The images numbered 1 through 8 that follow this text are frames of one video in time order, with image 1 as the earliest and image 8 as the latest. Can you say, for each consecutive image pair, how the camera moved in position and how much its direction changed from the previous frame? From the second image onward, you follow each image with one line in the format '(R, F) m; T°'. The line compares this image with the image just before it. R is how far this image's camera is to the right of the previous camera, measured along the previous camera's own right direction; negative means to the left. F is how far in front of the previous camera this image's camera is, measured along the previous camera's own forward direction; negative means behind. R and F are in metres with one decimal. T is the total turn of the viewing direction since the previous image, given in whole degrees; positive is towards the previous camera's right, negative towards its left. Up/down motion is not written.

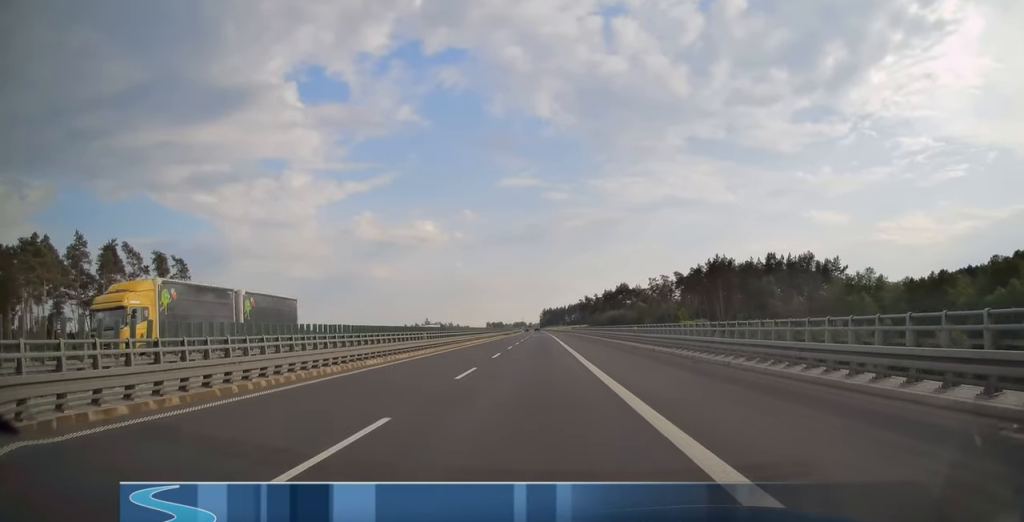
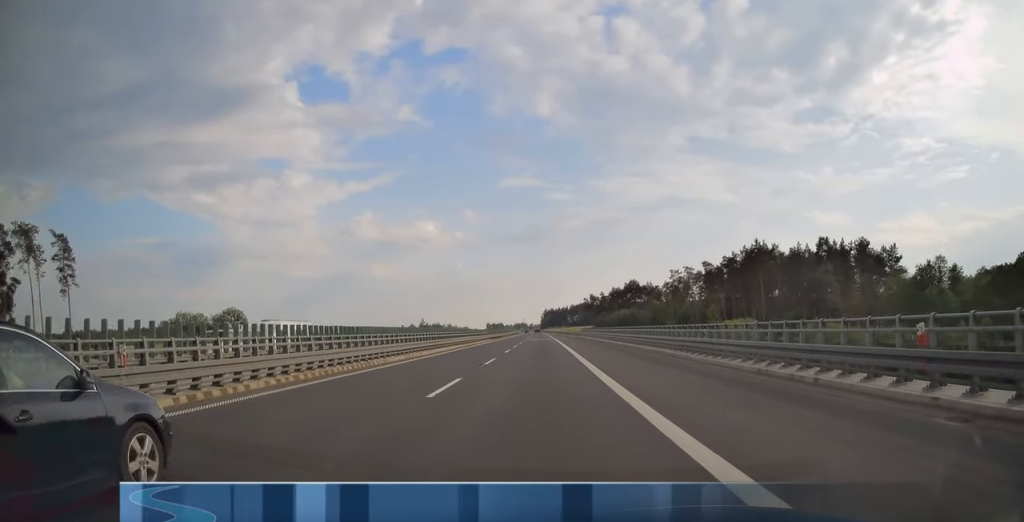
(0.0, +28.6) m; 0°
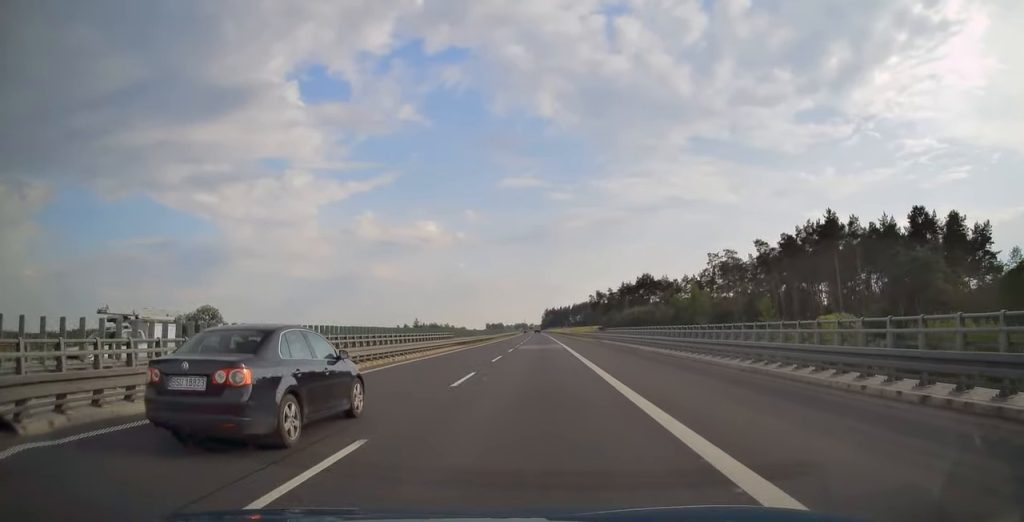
(0.0, +33.5) m; 0°
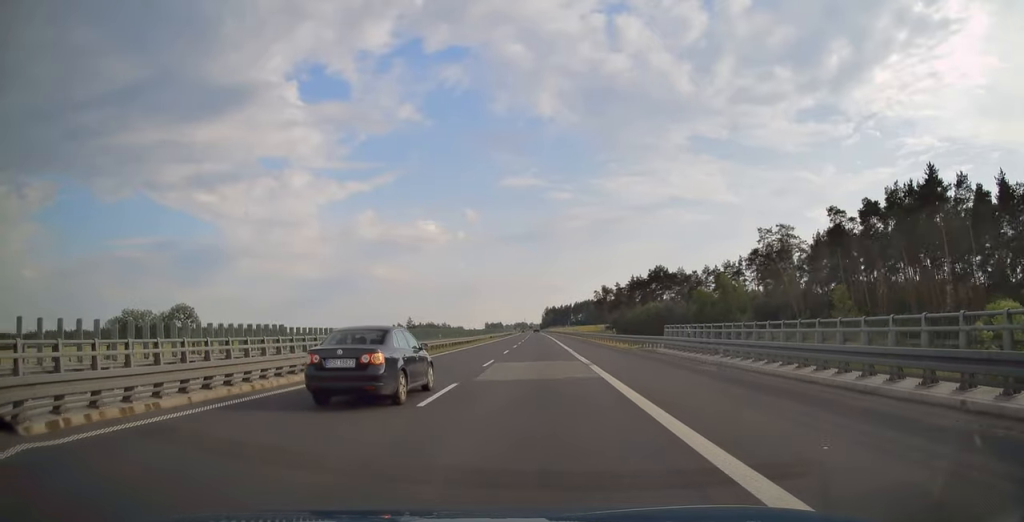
(0.0, +28.0) m; 0°
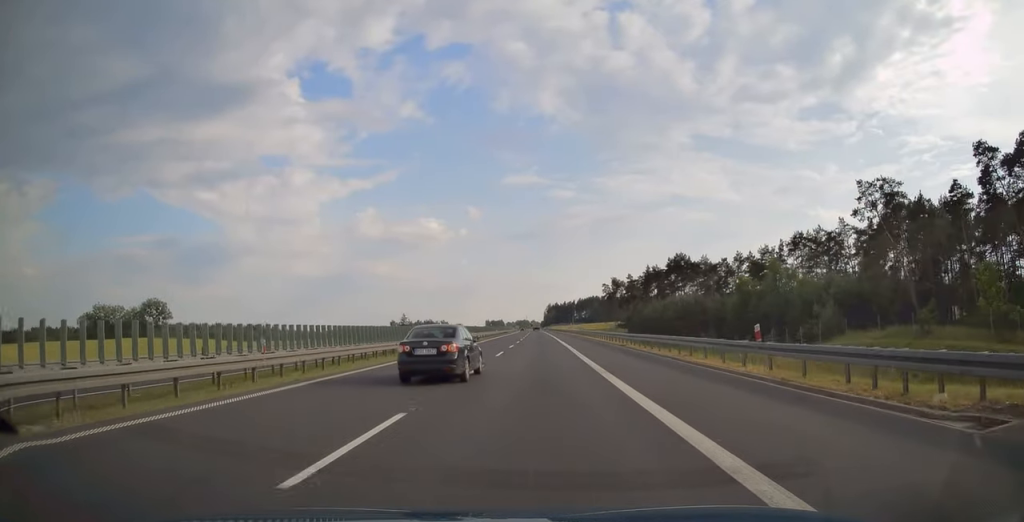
(0.0, +29.6) m; 0°
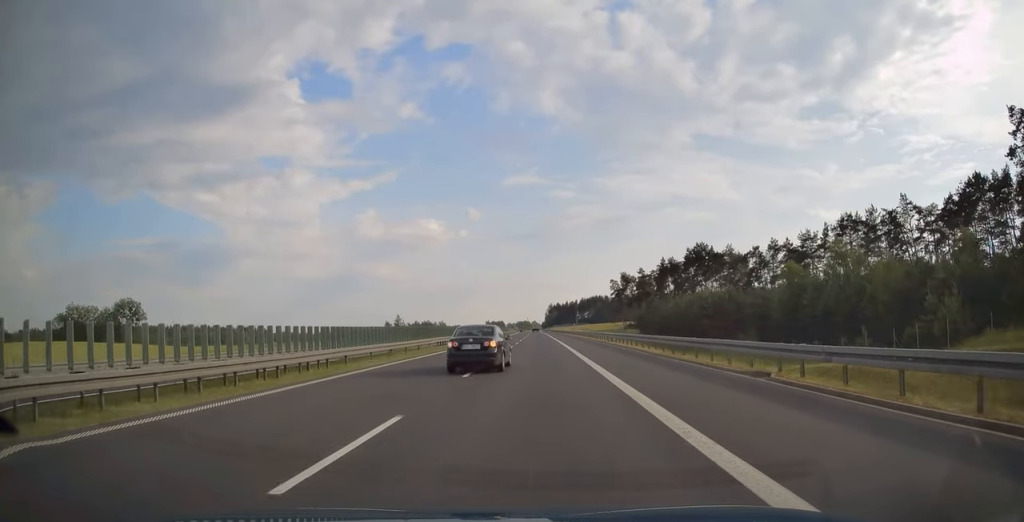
(0.0, +24.1) m; 0°
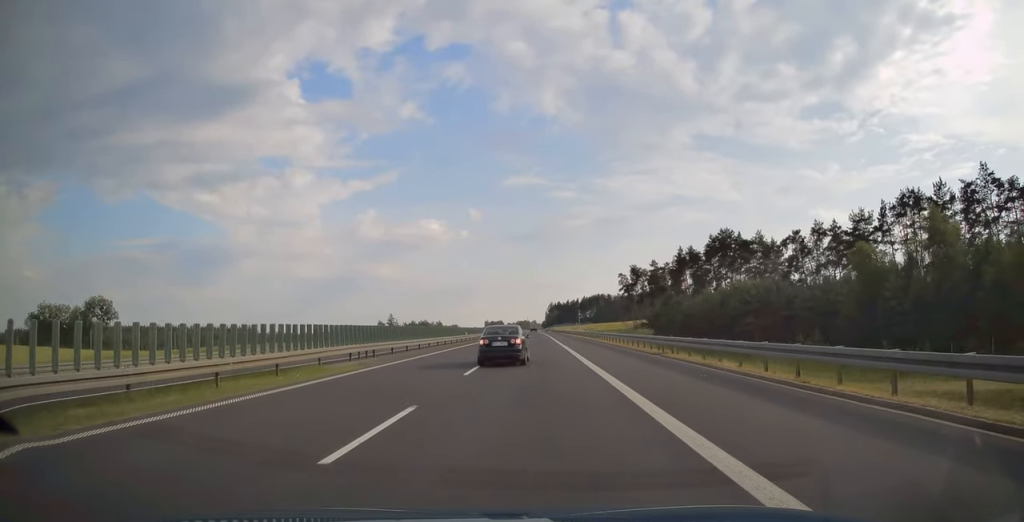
(-0.1, +23.1) m; 0°
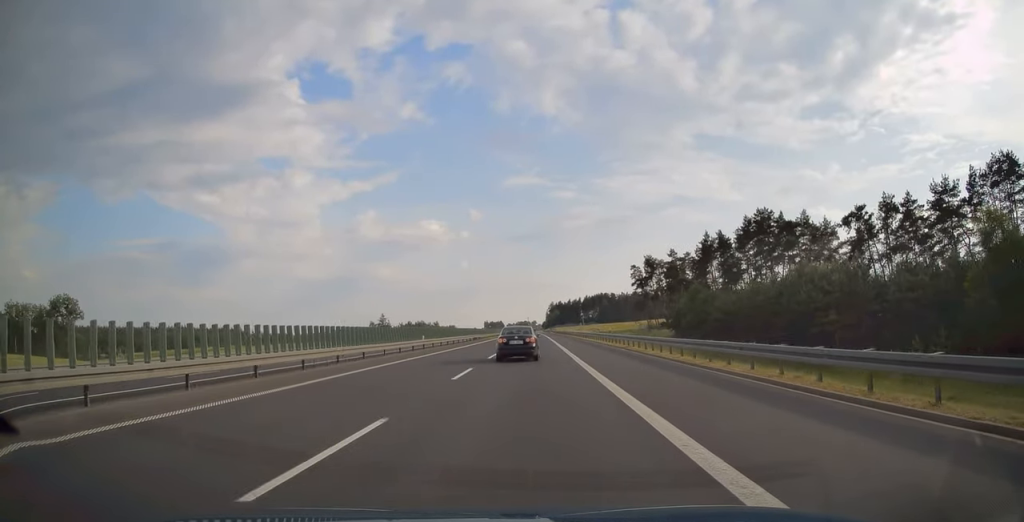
(0.0, +25.3) m; 0°
